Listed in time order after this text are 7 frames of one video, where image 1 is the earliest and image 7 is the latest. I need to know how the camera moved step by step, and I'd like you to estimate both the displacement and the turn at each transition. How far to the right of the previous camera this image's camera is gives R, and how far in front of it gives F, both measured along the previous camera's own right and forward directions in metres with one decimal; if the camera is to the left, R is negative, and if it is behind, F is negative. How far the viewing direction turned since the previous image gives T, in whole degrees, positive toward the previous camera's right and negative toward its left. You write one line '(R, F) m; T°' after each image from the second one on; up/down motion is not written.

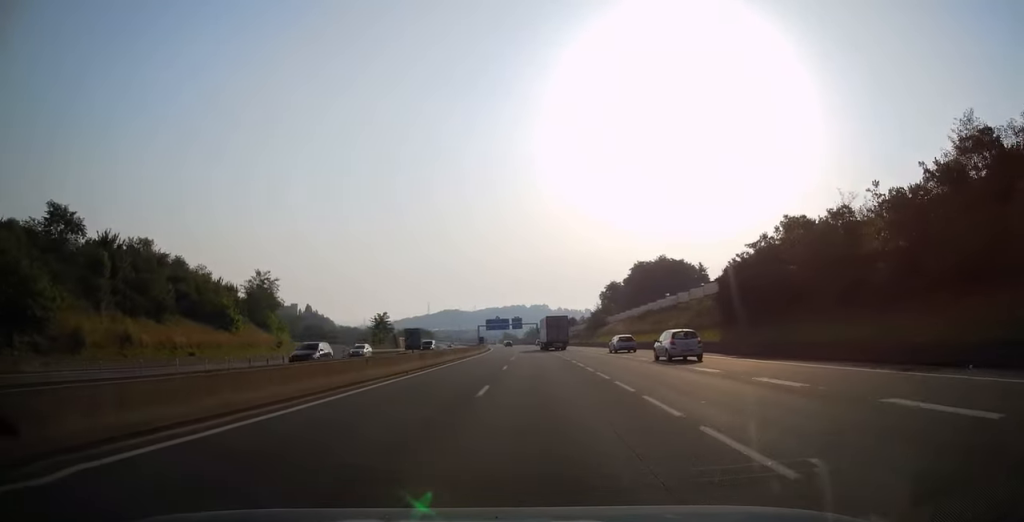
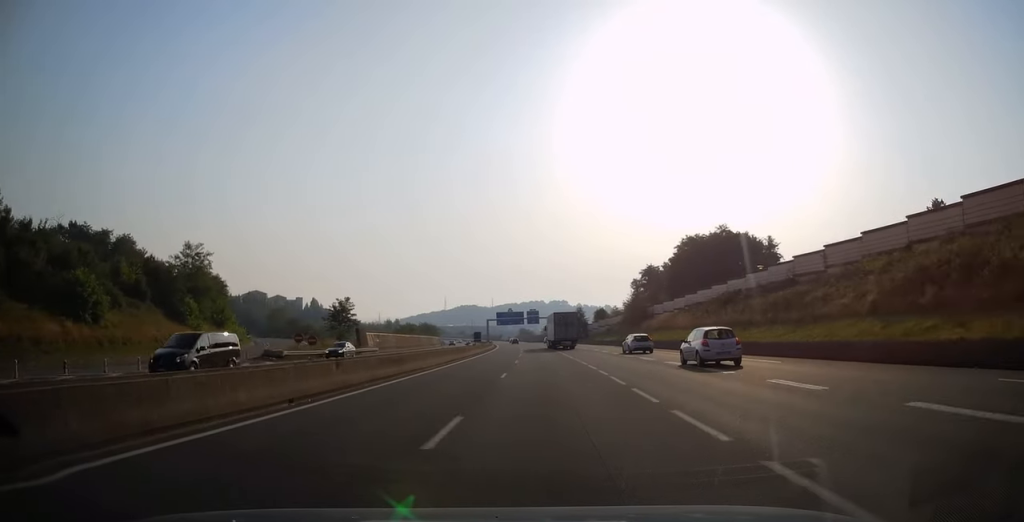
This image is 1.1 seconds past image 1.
(-0.4, +33.2) m; -1°
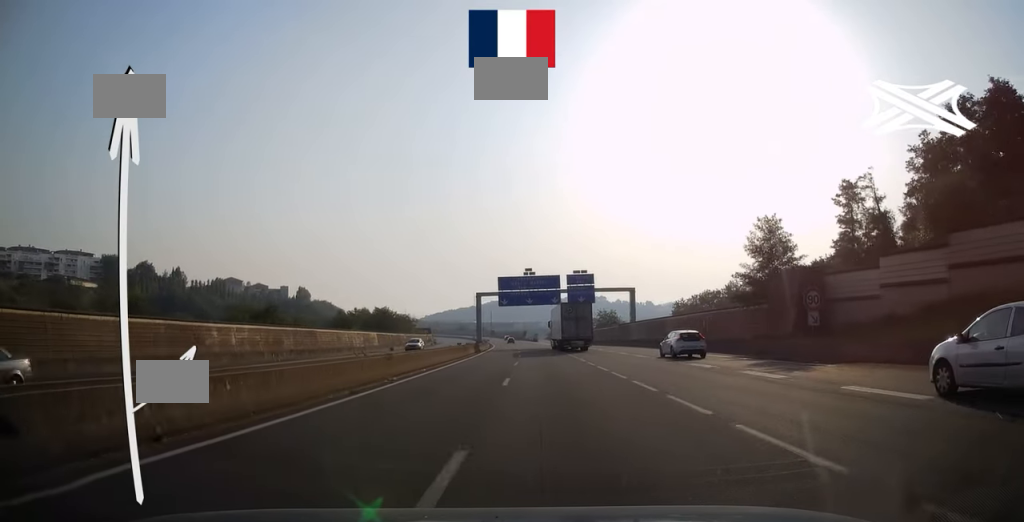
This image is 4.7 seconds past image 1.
(-3.5, +106.8) m; -3°
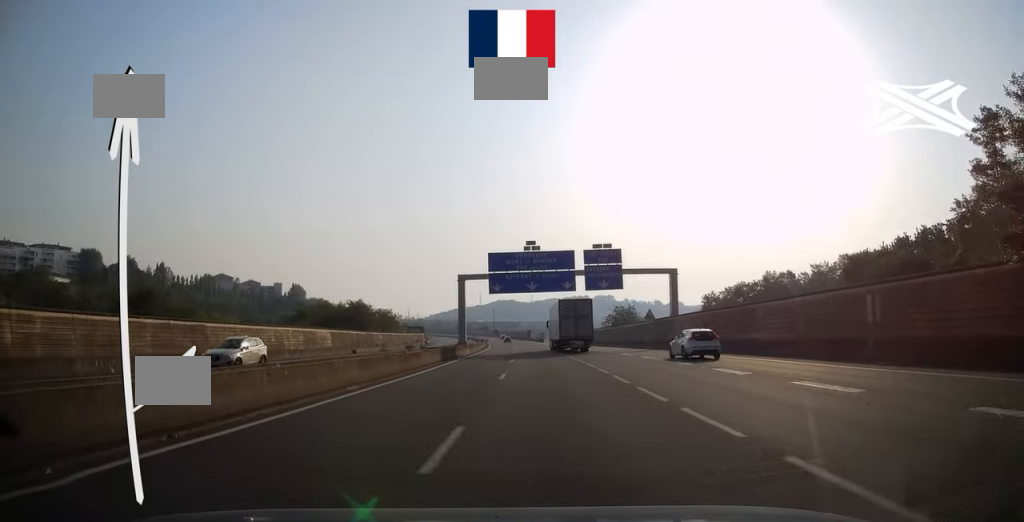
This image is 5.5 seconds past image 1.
(-0.4, +24.0) m; -1°
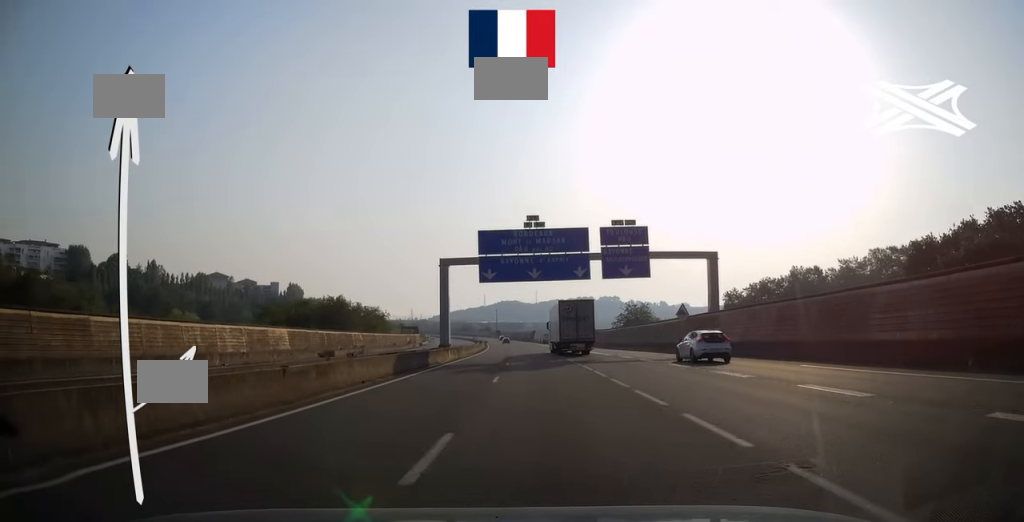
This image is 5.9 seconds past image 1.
(-0.1, +13.5) m; -1°
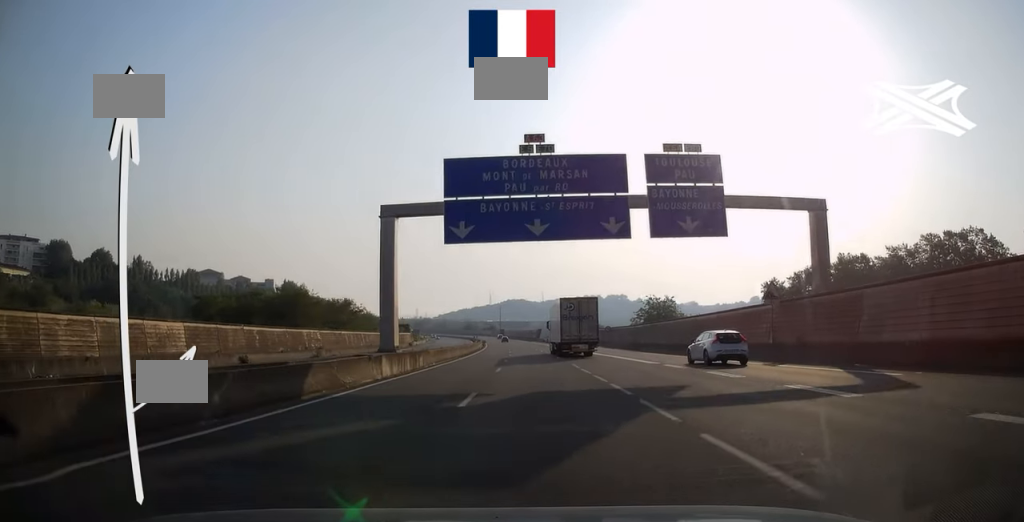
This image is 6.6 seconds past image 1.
(-0.2, +19.6) m; -1°
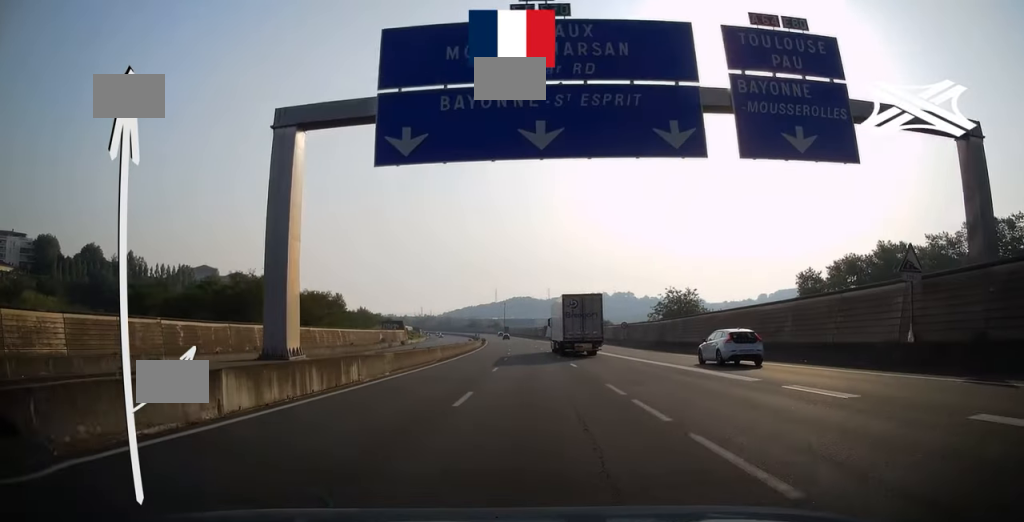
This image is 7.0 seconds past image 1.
(0.0, +13.0) m; 0°
